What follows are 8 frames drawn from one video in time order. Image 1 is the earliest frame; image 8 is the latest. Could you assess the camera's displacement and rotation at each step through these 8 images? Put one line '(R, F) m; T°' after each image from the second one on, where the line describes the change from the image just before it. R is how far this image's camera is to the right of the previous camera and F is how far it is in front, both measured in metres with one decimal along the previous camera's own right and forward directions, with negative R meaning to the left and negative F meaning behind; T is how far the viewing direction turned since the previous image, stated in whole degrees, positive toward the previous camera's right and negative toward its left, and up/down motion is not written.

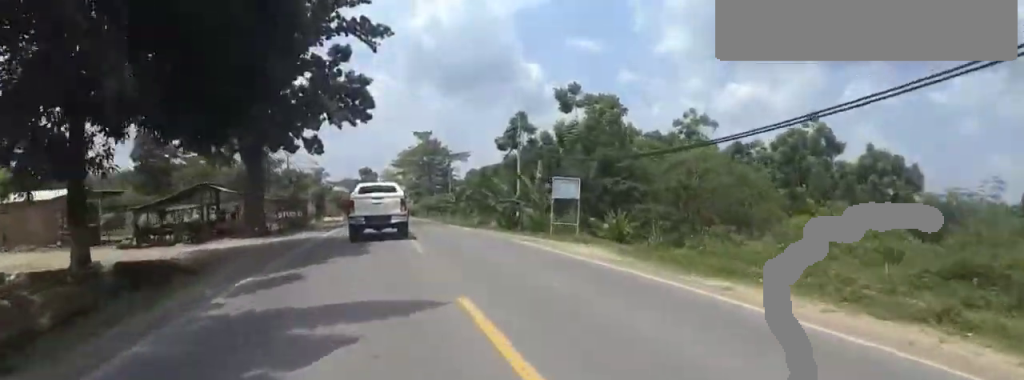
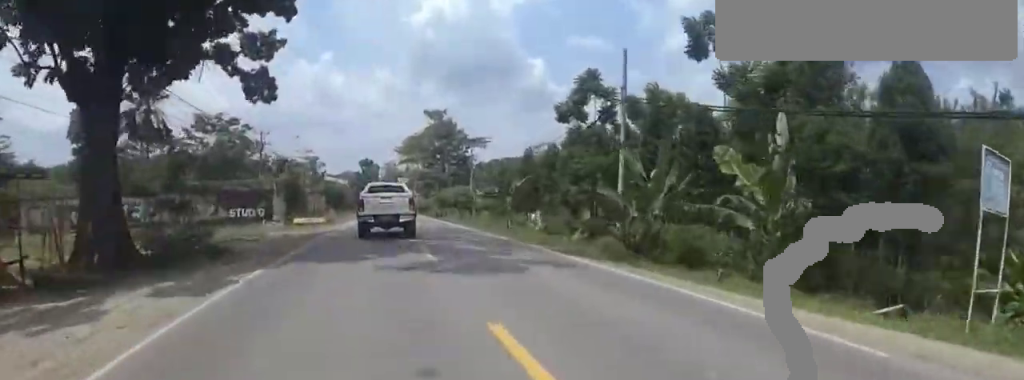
(0.0, +18.3) m; 0°
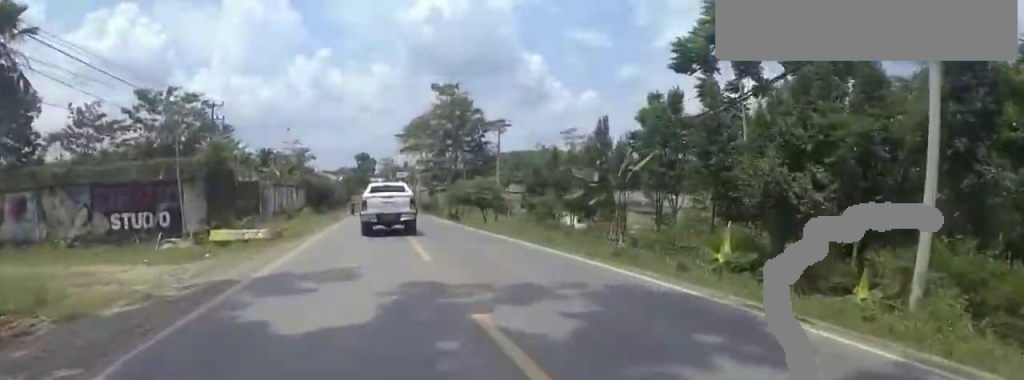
(0.0, +16.5) m; 0°
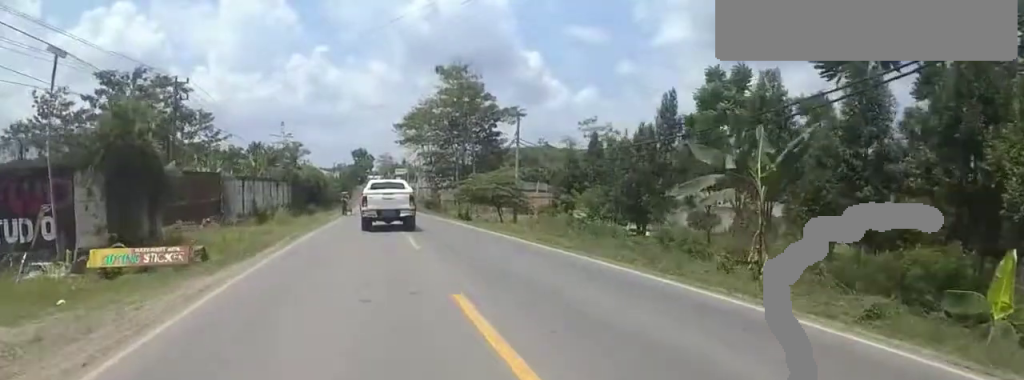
(0.0, +7.6) m; 0°
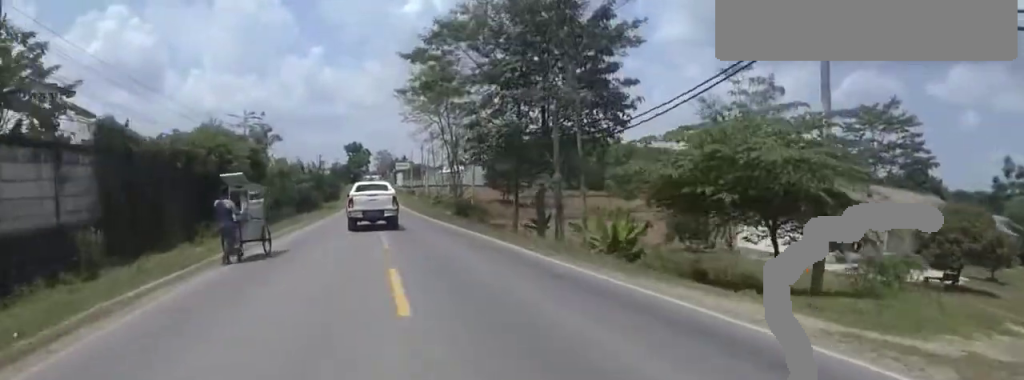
(+0.3, +29.0) m; -5°
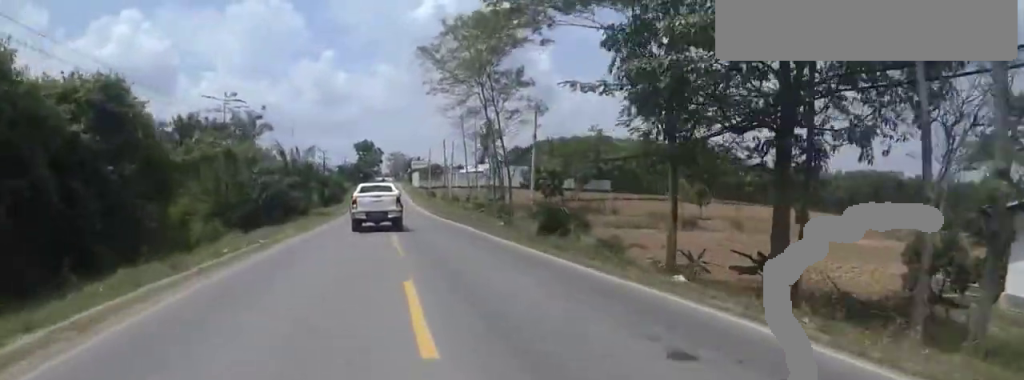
(-1.9, +16.7) m; -8°
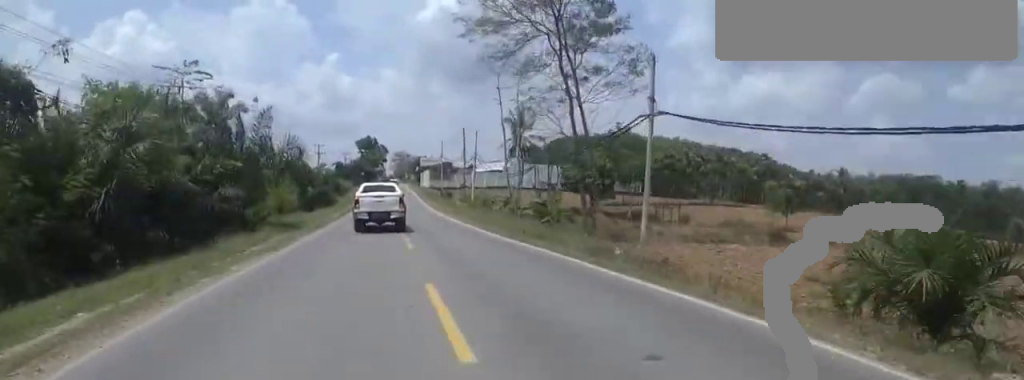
(-0.3, +16.0) m; -1°
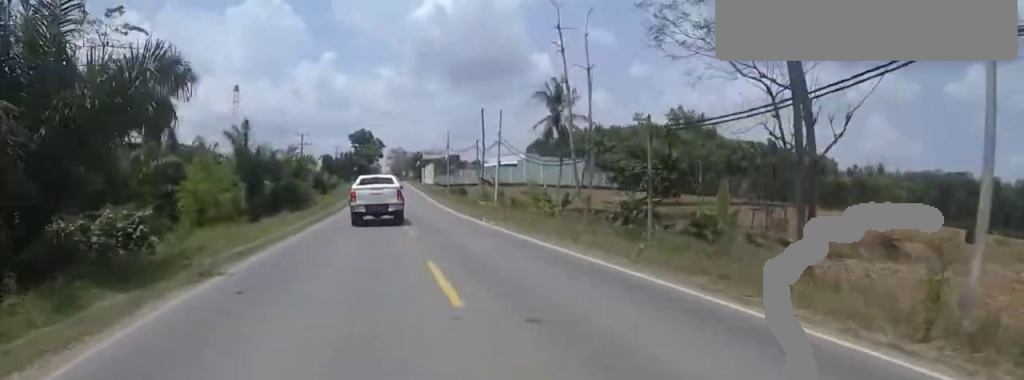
(0.0, +14.9) m; +3°
